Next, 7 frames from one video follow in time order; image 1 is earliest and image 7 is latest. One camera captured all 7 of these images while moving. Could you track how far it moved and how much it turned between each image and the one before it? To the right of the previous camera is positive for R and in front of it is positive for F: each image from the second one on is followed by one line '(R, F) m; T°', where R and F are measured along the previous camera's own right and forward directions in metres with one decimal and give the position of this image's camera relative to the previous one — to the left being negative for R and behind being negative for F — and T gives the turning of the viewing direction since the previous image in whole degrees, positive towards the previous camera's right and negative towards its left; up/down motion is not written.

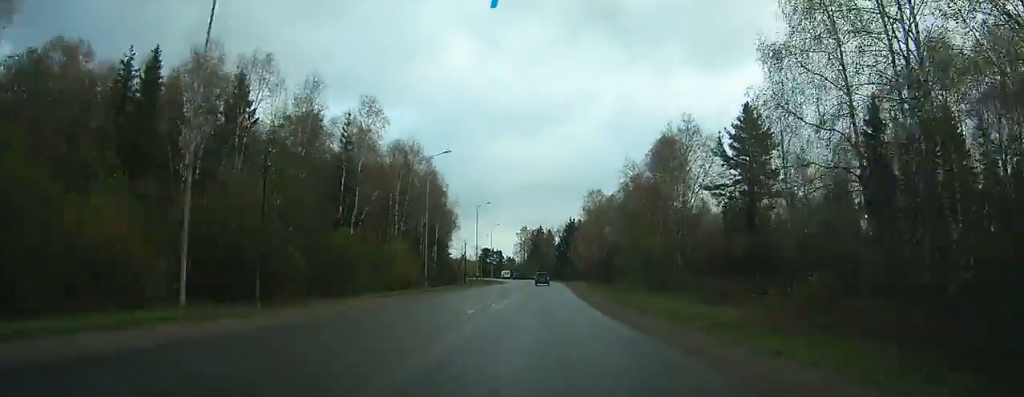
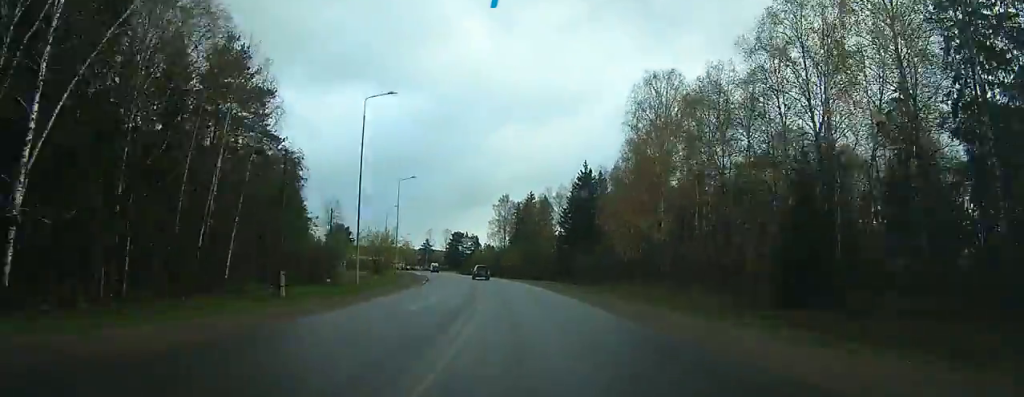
(+2.2, +87.2) m; 0°
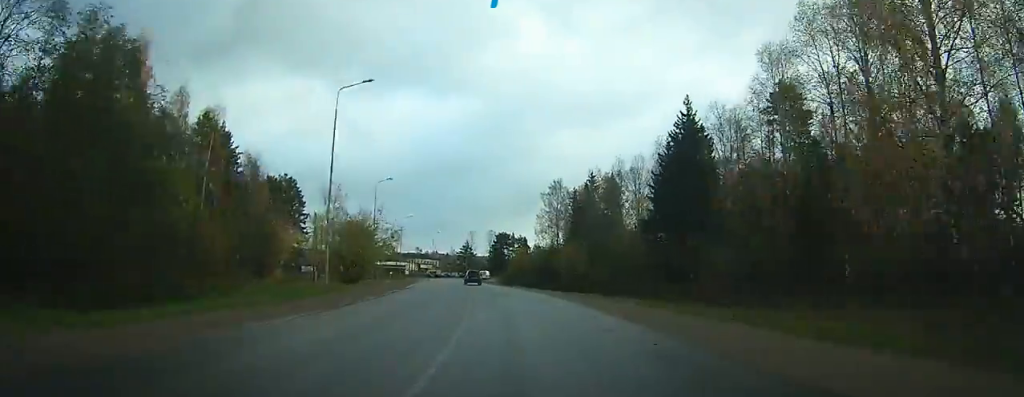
(-0.5, +38.2) m; -3°
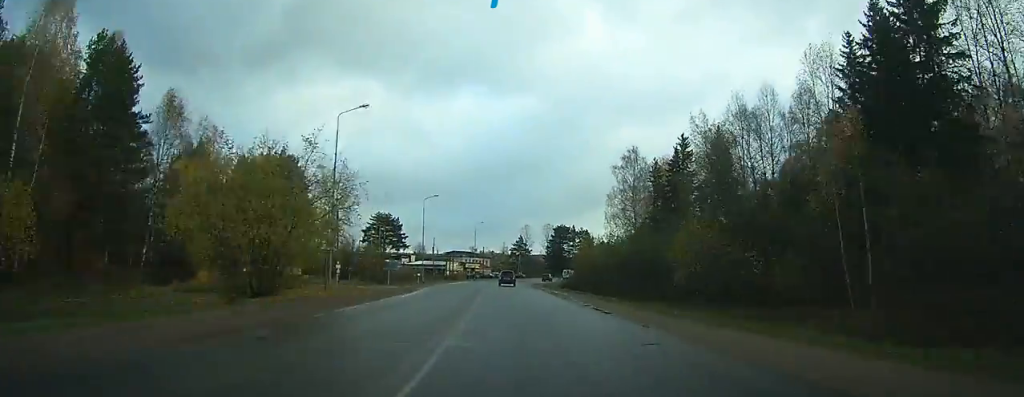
(-0.7, +31.4) m; -3°
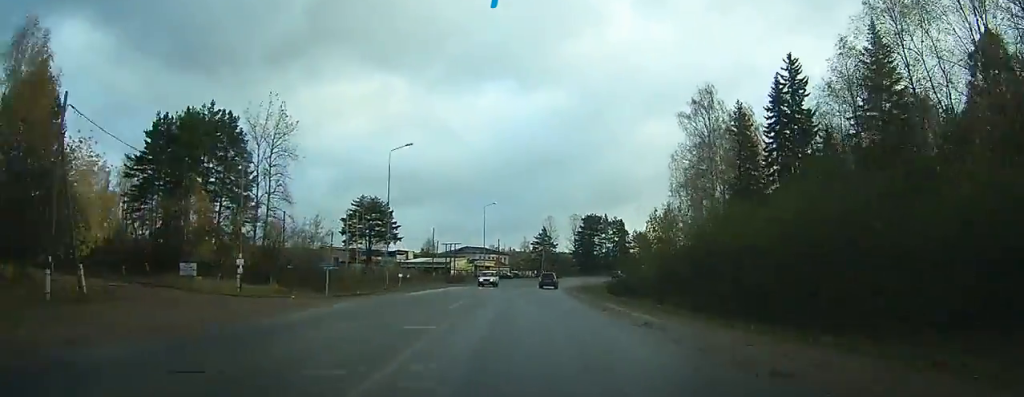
(-1.1, +31.6) m; -2°
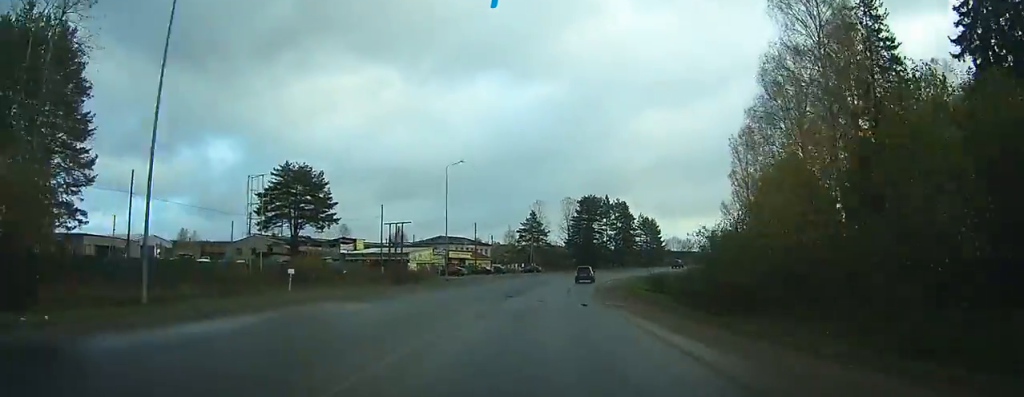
(-0.3, +30.4) m; +1°
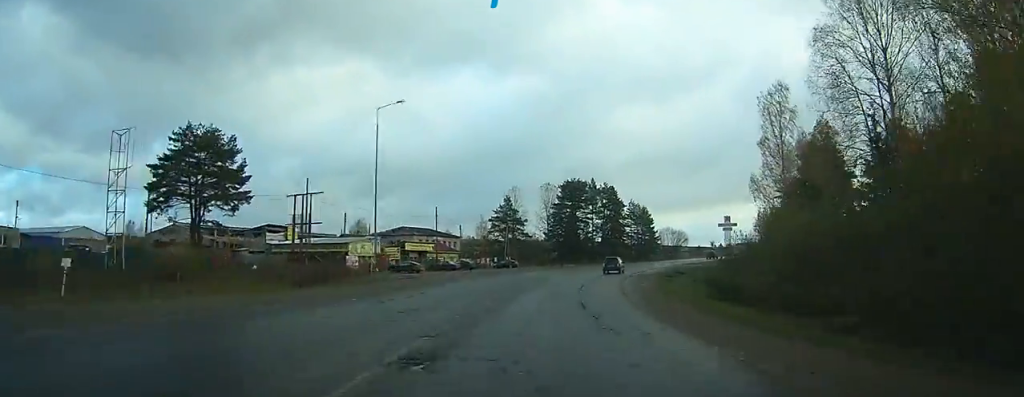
(+0.2, +20.3) m; +2°
